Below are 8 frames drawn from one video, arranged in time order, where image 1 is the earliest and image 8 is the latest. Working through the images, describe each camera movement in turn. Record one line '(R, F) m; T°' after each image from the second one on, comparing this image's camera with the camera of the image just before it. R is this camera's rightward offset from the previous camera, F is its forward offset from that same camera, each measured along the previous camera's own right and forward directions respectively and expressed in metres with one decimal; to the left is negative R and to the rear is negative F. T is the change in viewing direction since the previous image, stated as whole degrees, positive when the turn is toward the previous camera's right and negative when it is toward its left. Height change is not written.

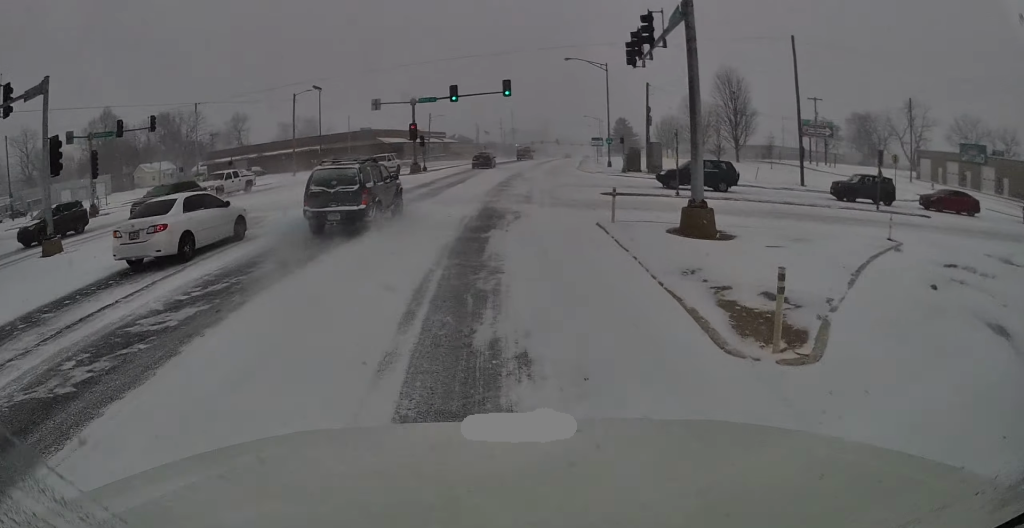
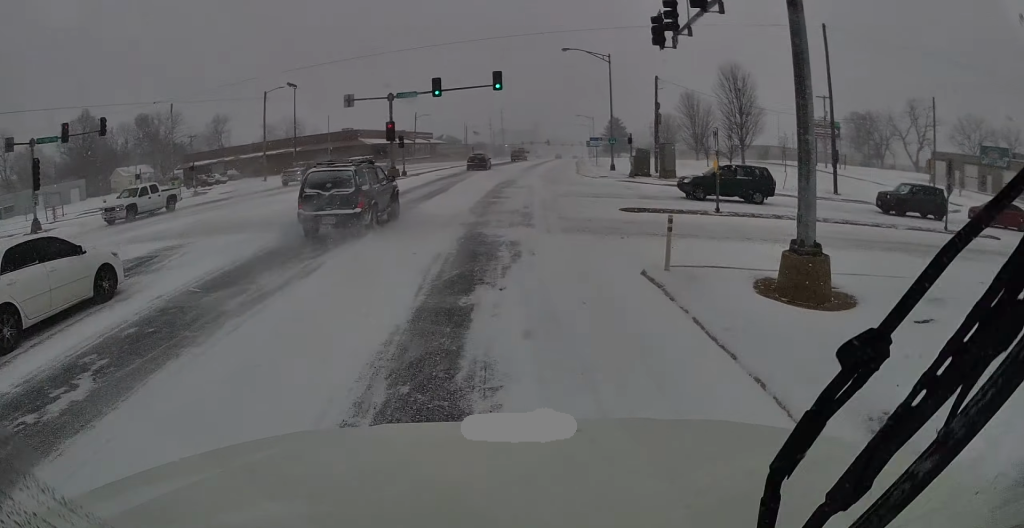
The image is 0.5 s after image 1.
(0.0, +5.5) m; 0°
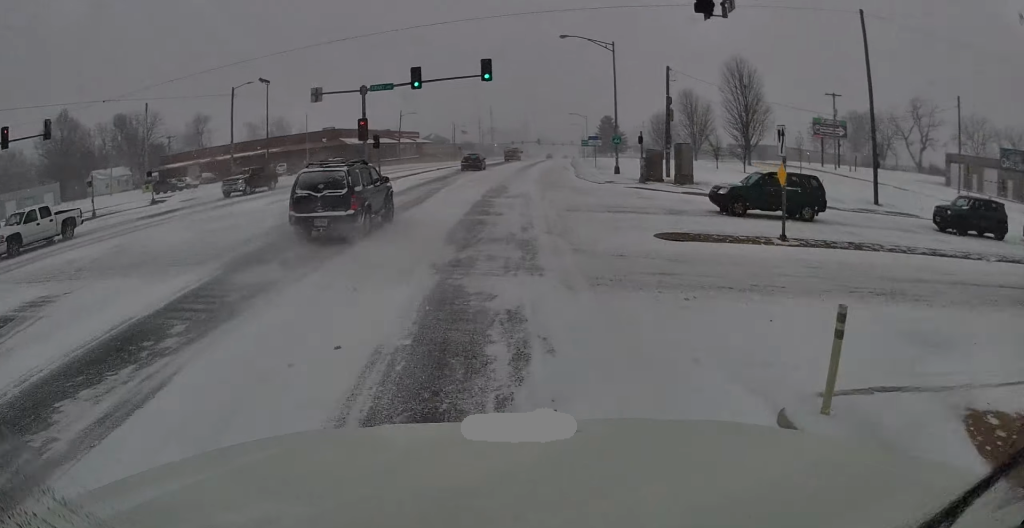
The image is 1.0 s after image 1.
(-0.1, +5.1) m; 0°
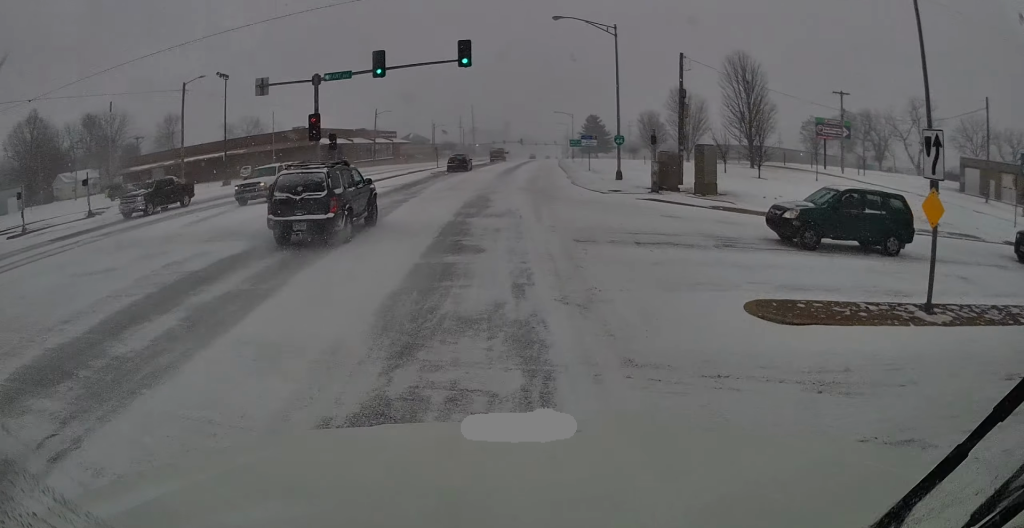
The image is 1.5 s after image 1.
(0.0, +5.9) m; +1°
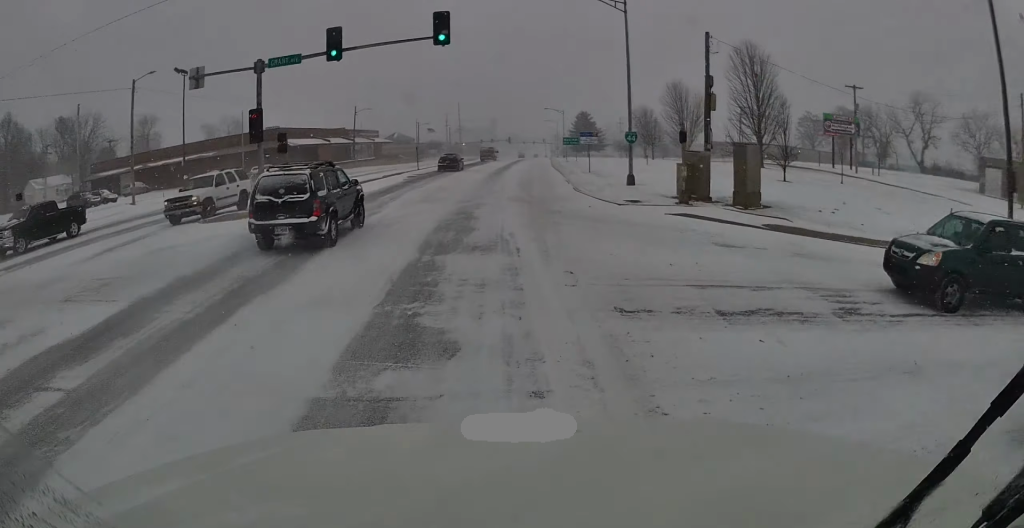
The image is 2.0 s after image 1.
(0.0, +5.6) m; +2°
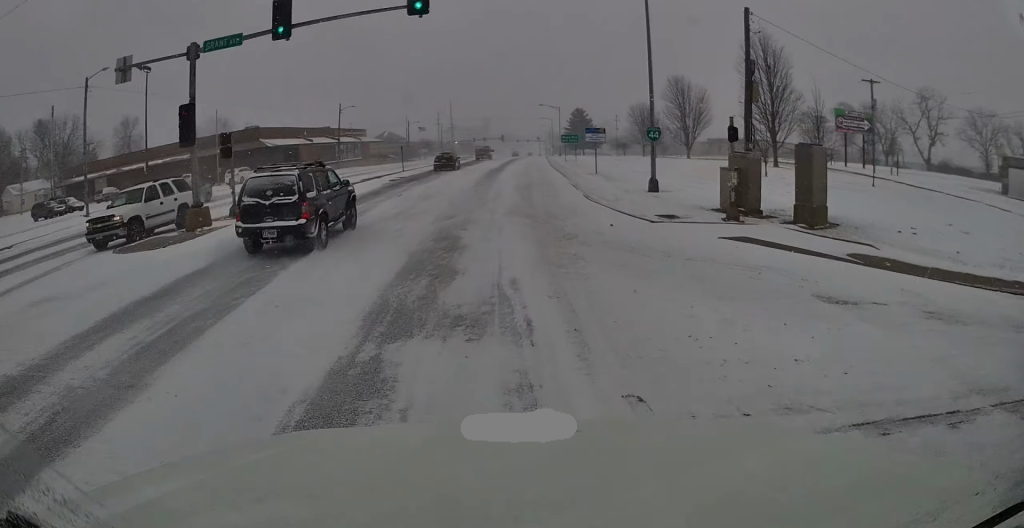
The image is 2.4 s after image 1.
(+0.1, +4.9) m; +1°
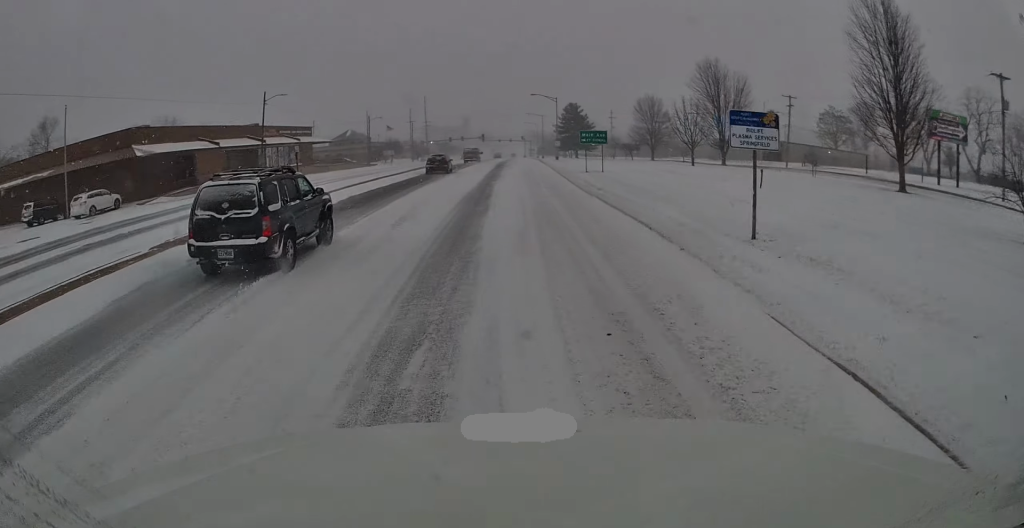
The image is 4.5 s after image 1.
(+1.1, +23.3) m; +4°
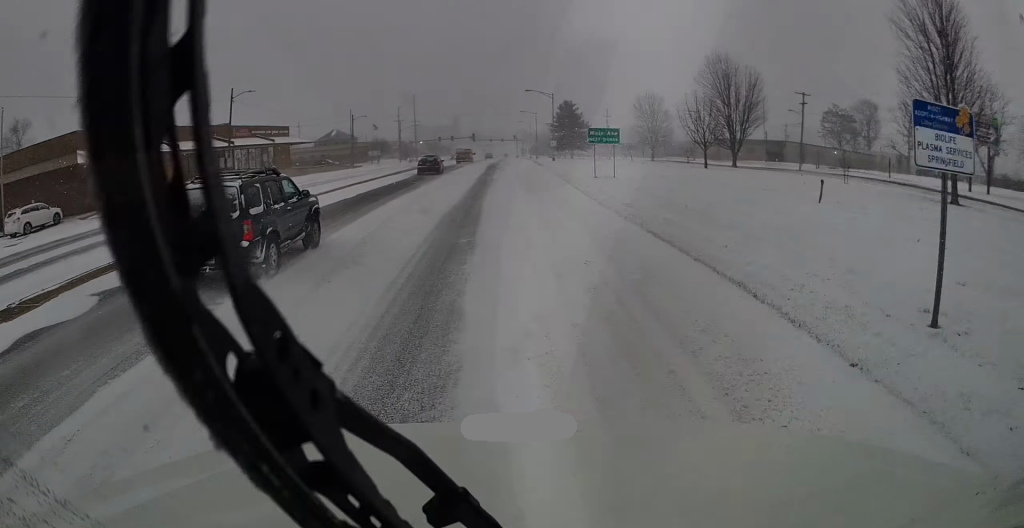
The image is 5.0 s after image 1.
(0.0, +6.4) m; 0°
